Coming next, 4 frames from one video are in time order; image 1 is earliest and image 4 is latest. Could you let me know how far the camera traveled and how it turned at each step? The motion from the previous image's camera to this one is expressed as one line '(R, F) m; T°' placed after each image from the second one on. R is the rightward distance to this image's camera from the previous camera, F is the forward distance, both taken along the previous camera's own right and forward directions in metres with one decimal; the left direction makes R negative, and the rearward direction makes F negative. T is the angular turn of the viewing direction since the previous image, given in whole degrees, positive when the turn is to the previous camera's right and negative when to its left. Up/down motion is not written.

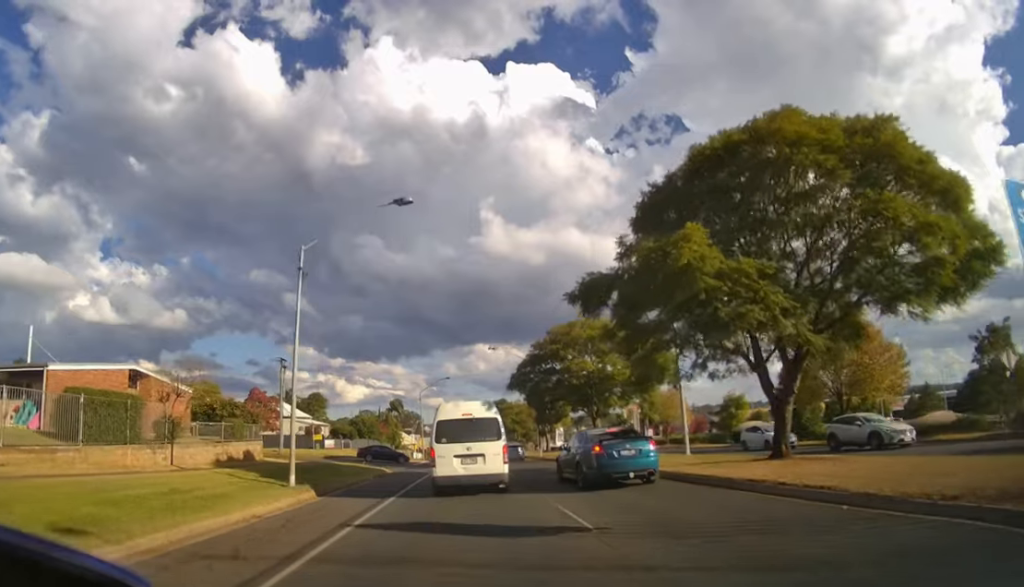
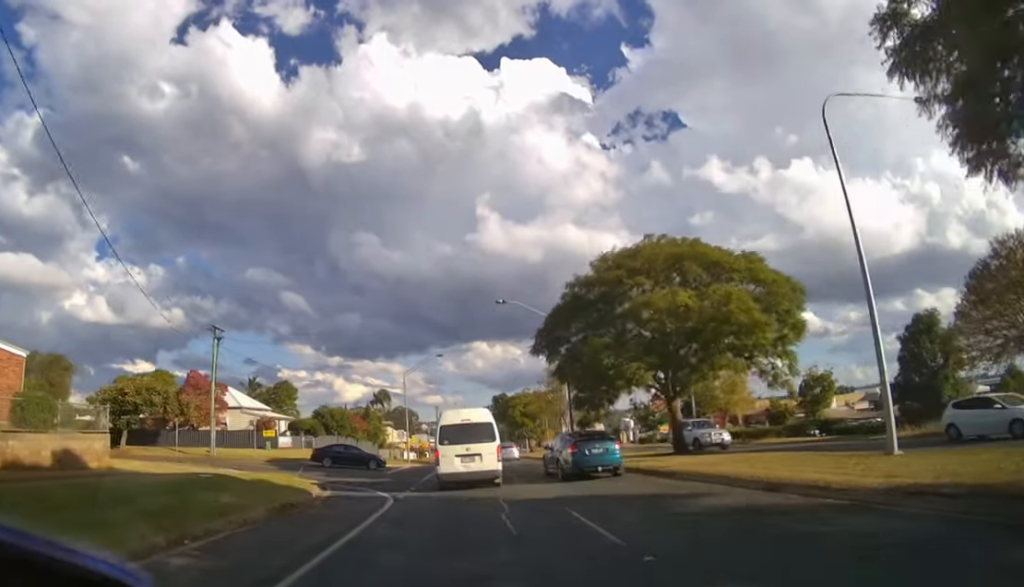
(-0.1, +15.3) m; -1°
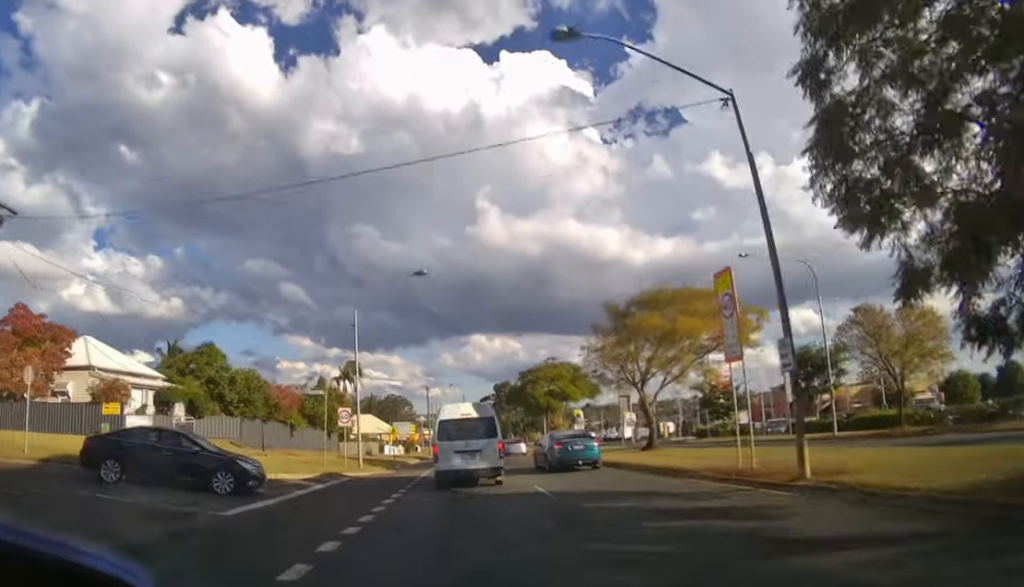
(0.0, +19.6) m; 0°
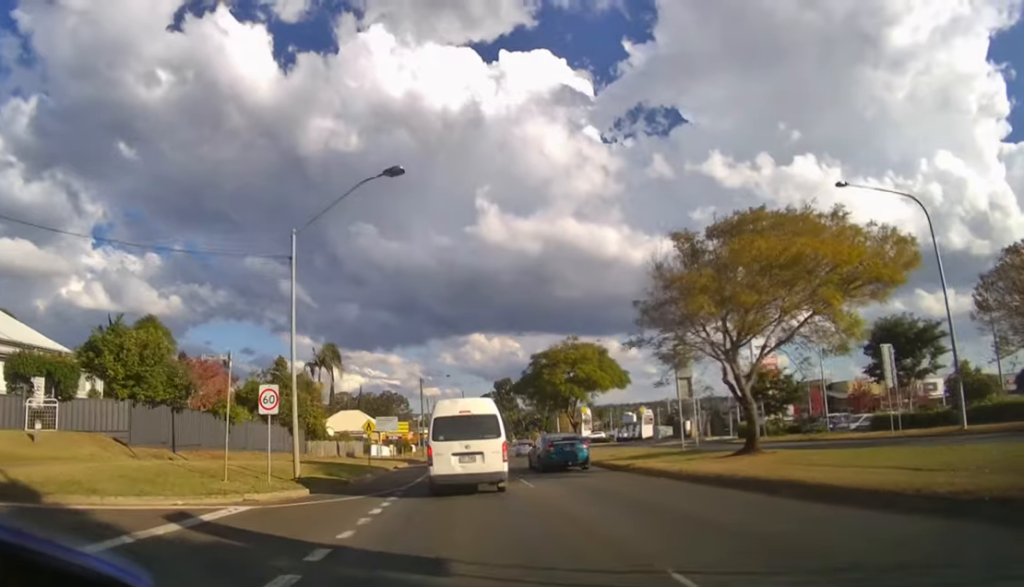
(0.0, +8.1) m; 0°
